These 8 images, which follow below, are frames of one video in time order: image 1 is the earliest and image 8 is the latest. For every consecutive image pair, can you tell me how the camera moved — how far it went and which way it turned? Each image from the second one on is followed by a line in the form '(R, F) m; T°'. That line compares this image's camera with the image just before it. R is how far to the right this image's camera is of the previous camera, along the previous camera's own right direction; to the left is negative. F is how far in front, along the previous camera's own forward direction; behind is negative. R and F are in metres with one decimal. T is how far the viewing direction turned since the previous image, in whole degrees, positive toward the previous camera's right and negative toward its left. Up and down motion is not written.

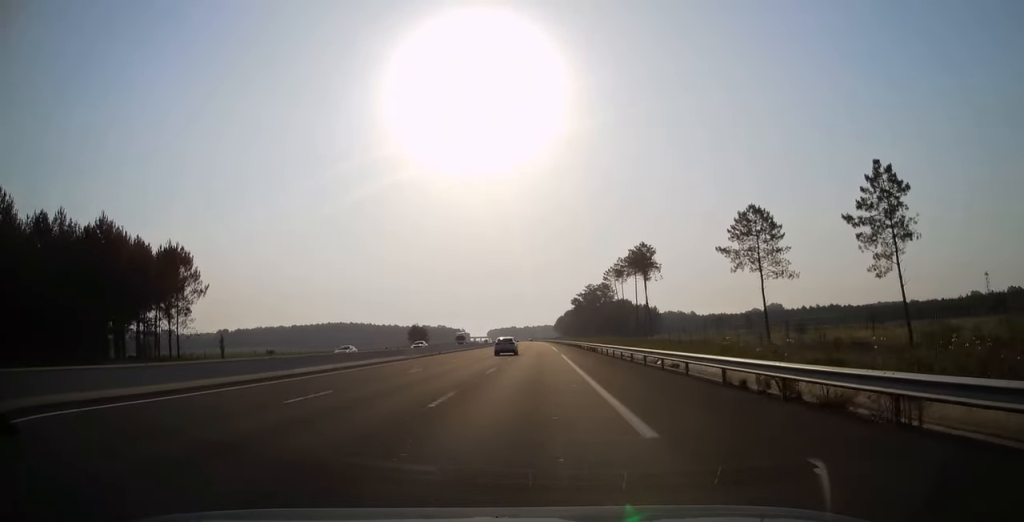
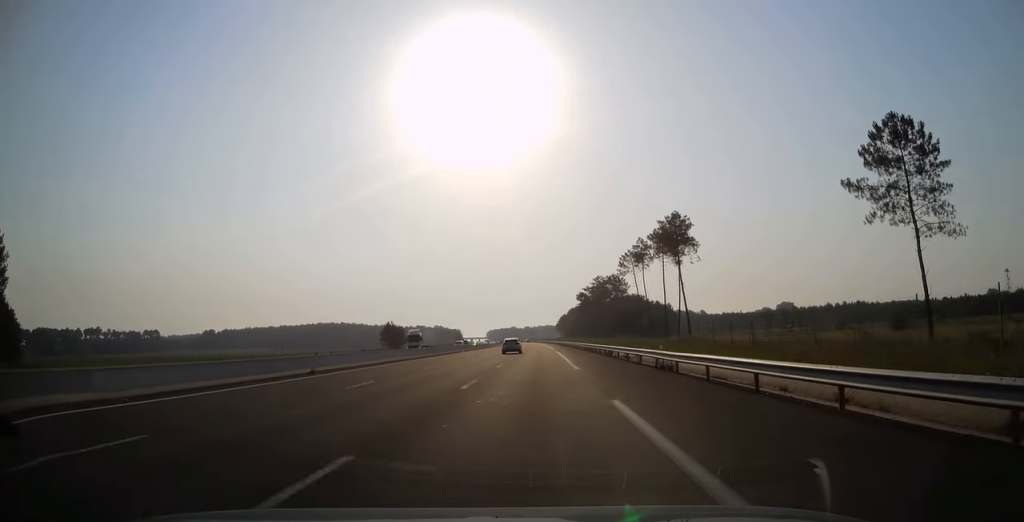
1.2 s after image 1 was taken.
(0.0, +34.4) m; 0°
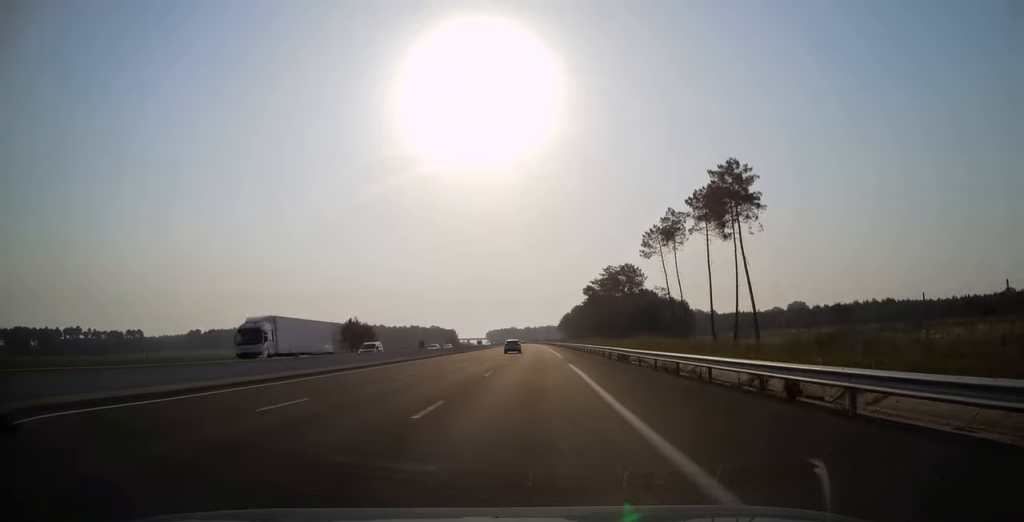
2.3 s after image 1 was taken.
(0.0, +32.4) m; 0°
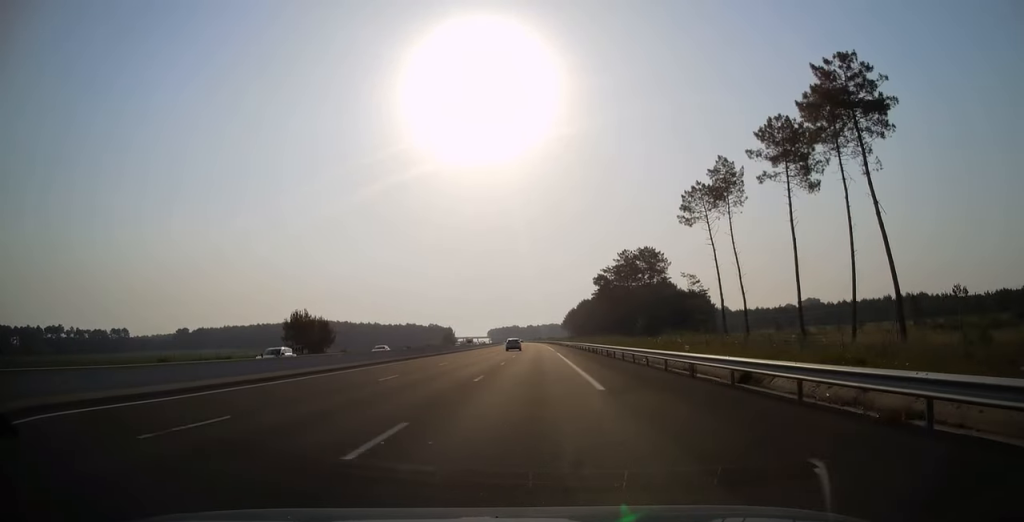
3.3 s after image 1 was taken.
(0.0, +30.0) m; 0°
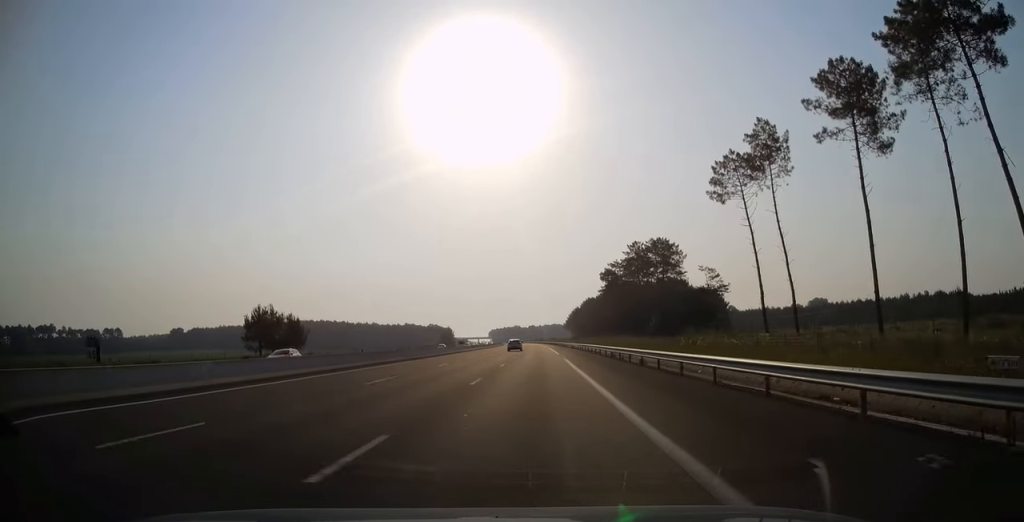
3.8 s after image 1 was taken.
(0.0, +14.3) m; 0°
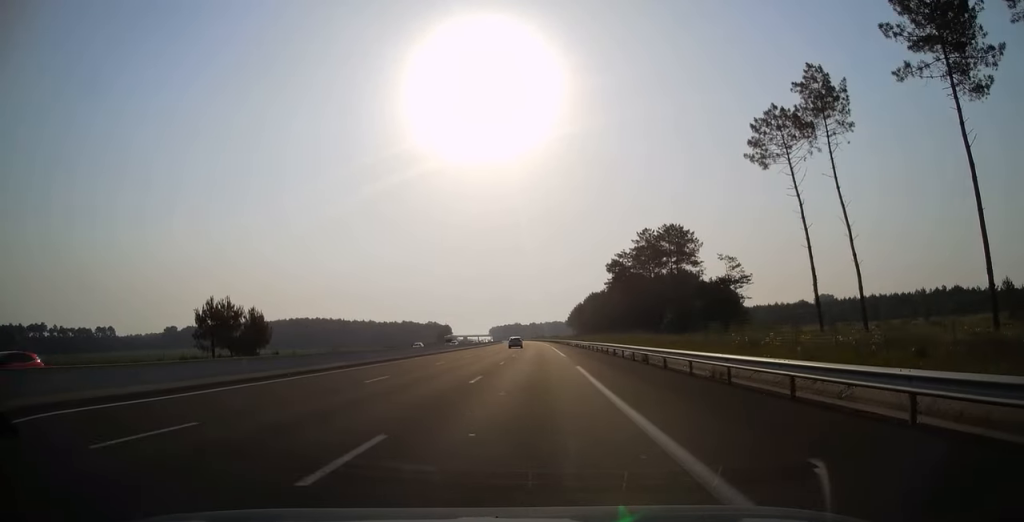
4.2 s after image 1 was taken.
(0.0, +13.3) m; 0°
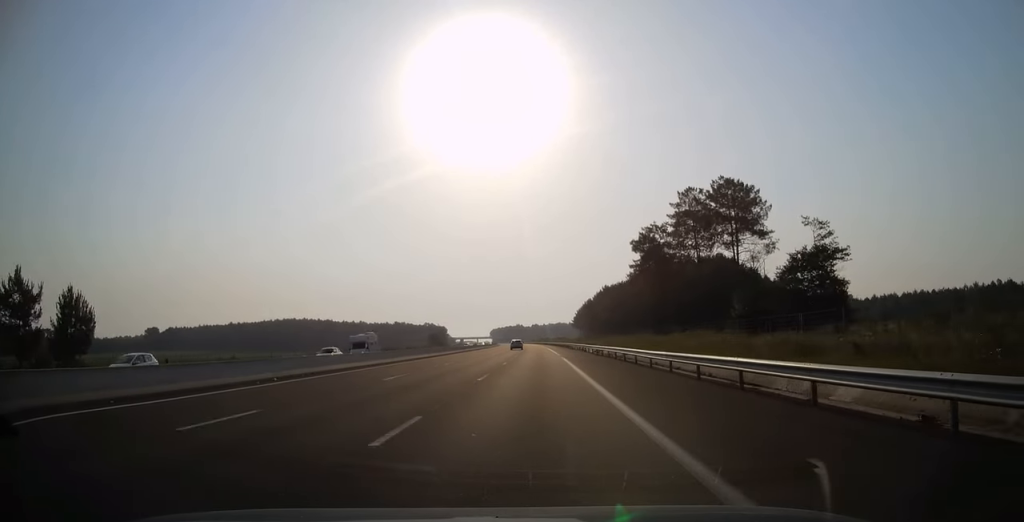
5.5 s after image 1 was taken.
(-0.4, +37.0) m; -1°
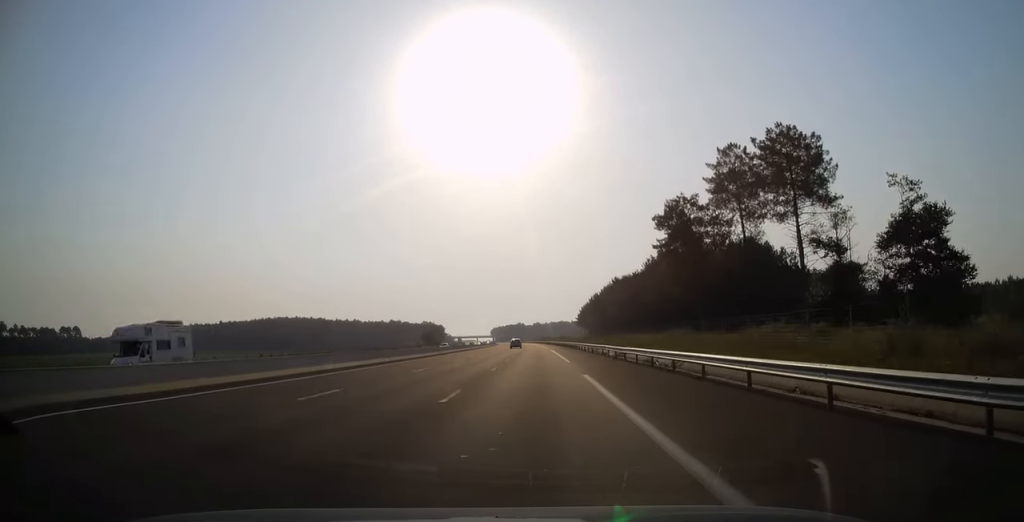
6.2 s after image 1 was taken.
(0.0, +20.7) m; 0°
